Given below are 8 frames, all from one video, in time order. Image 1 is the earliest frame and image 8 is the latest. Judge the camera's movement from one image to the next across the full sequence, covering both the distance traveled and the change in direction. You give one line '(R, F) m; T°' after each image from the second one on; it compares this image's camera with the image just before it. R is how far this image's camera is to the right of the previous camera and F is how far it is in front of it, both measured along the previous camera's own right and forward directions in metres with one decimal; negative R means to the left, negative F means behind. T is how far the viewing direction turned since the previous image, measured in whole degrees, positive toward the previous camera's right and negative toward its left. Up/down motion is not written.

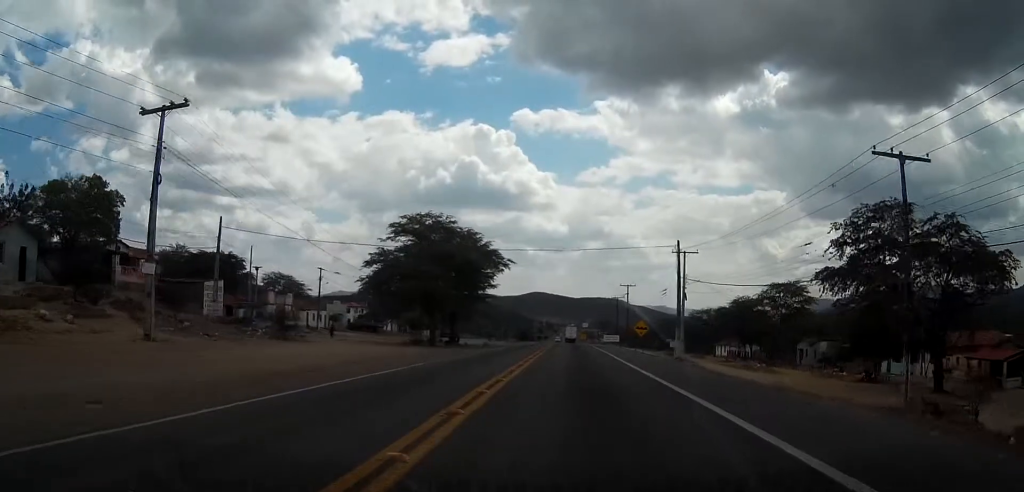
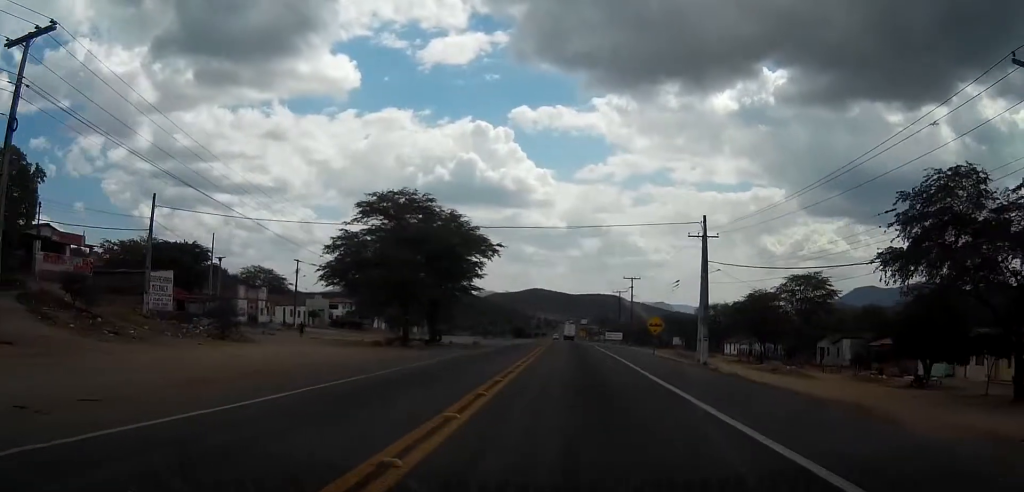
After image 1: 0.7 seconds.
(+0.1, +9.5) m; 0°
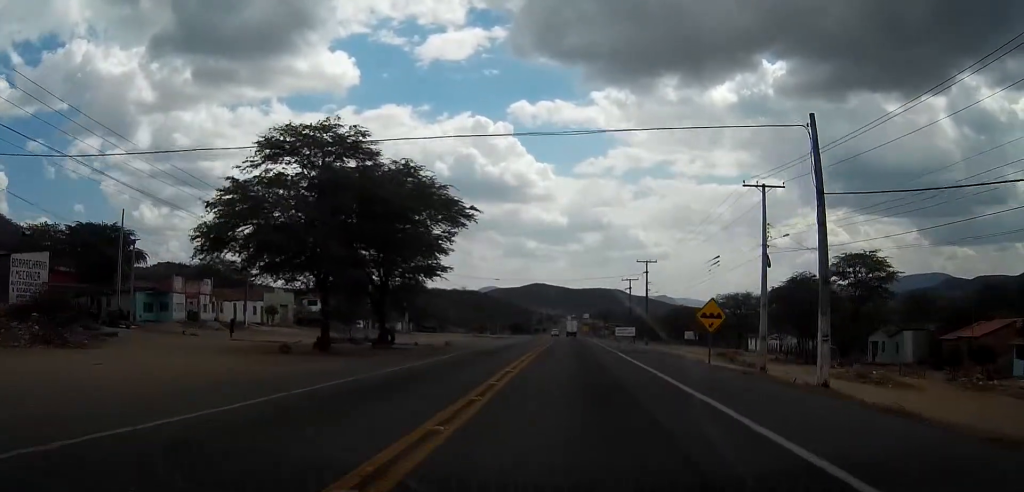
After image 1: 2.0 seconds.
(-0.1, +17.4) m; 0°
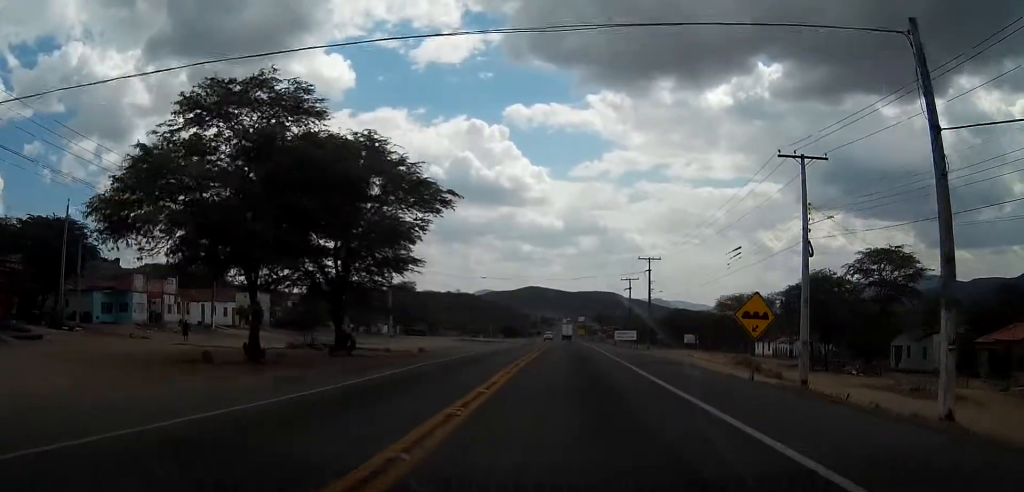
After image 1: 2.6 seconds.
(-0.1, +7.6) m; +1°
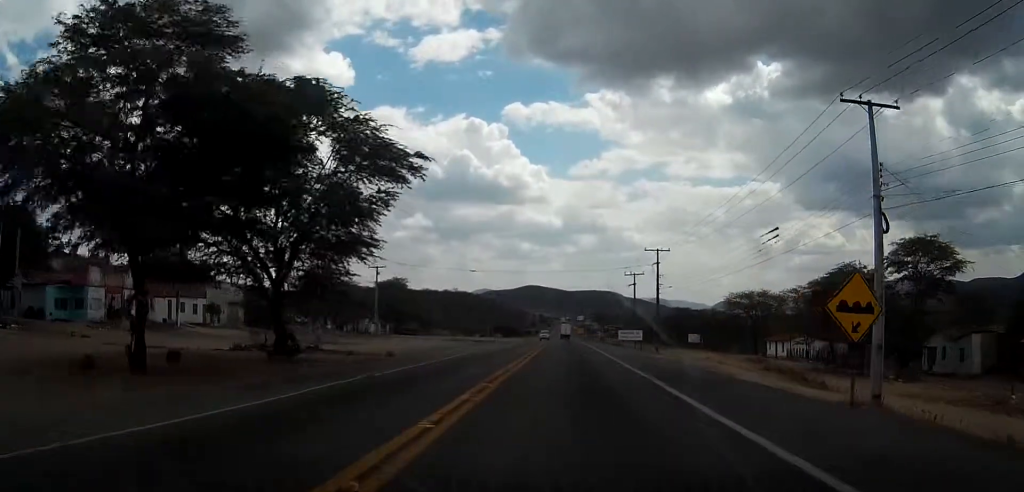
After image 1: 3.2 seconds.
(+0.1, +7.8) m; 0°
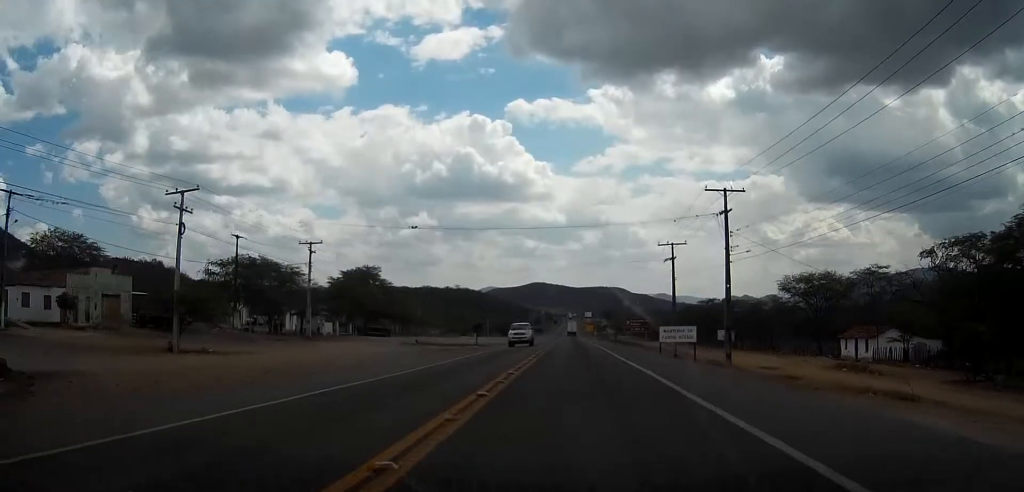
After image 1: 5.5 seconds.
(0.0, +28.4) m; -1°
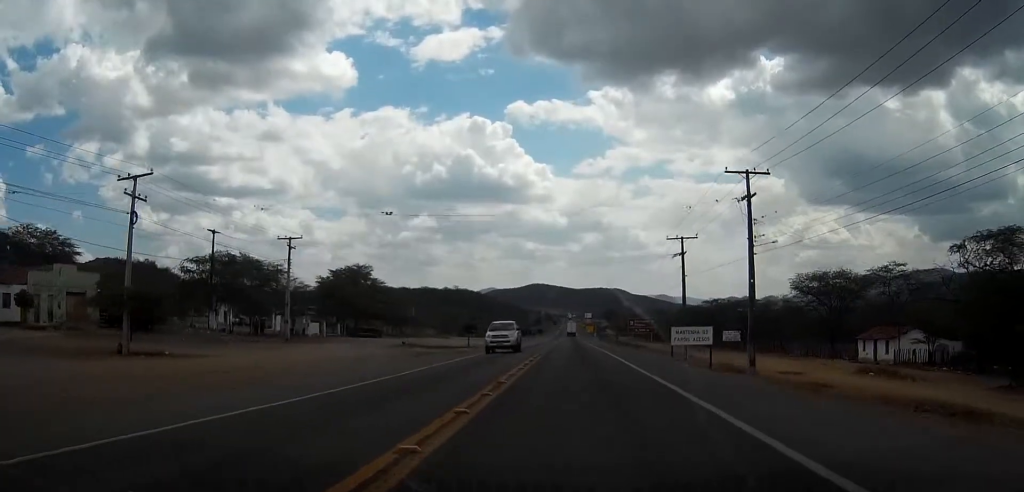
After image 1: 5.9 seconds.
(0.0, +5.5) m; 0°
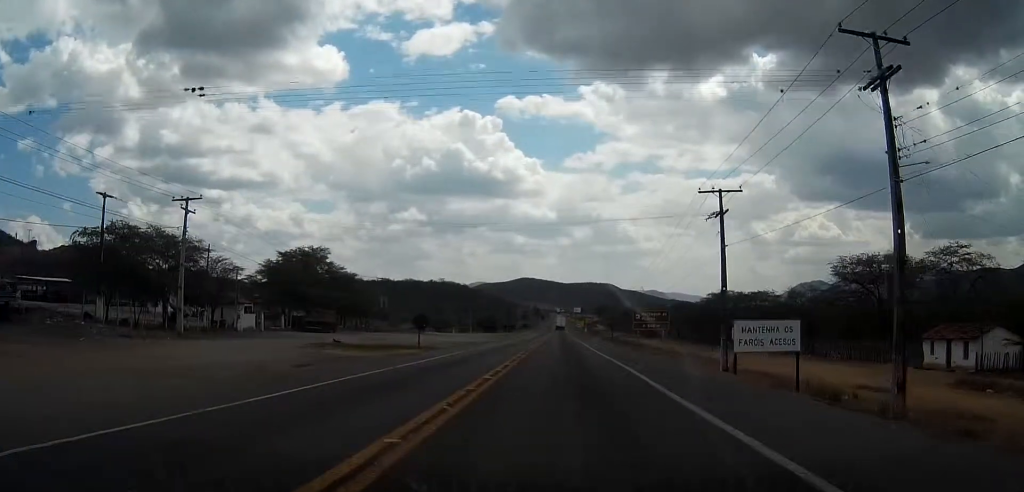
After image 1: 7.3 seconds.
(-0.1, +17.8) m; -1°
